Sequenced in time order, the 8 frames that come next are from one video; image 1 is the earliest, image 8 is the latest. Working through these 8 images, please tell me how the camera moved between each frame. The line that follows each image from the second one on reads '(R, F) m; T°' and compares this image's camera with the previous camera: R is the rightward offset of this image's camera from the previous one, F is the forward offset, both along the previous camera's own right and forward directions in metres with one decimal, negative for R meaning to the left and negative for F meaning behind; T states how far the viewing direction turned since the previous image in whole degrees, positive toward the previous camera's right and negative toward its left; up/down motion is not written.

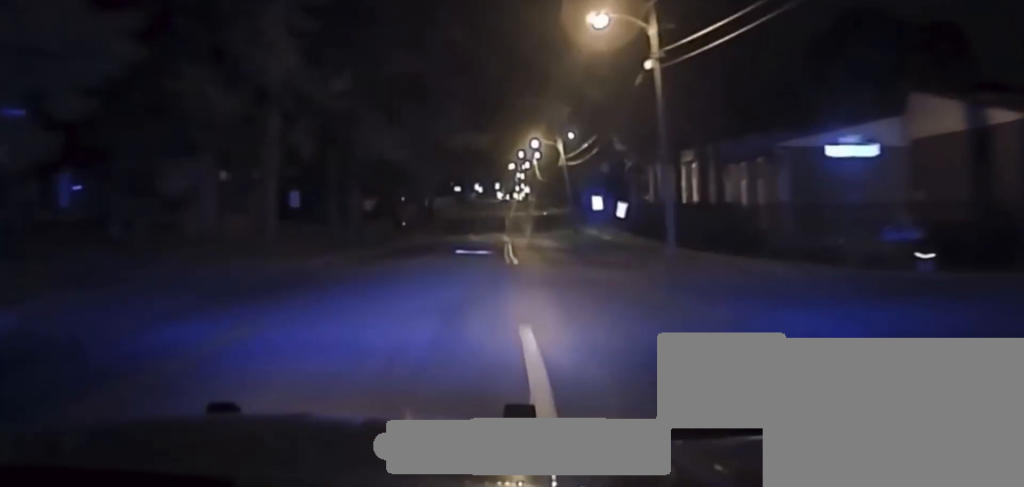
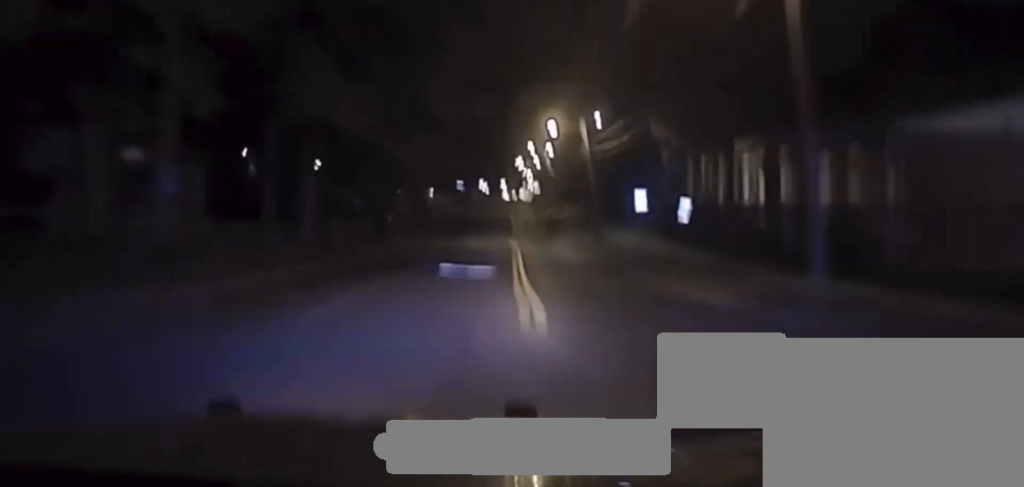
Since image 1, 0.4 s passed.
(0.0, +15.1) m; 0°
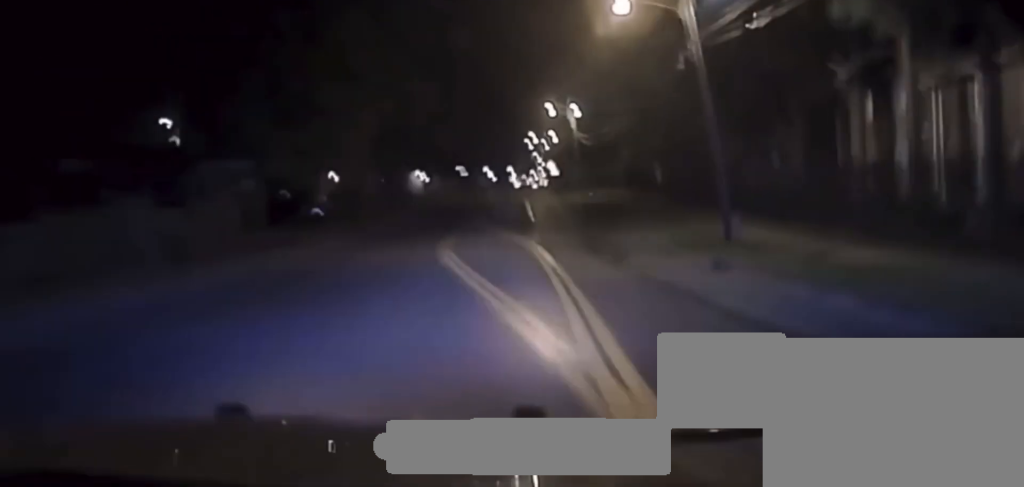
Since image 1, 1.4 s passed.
(-0.4, +32.2) m; 0°
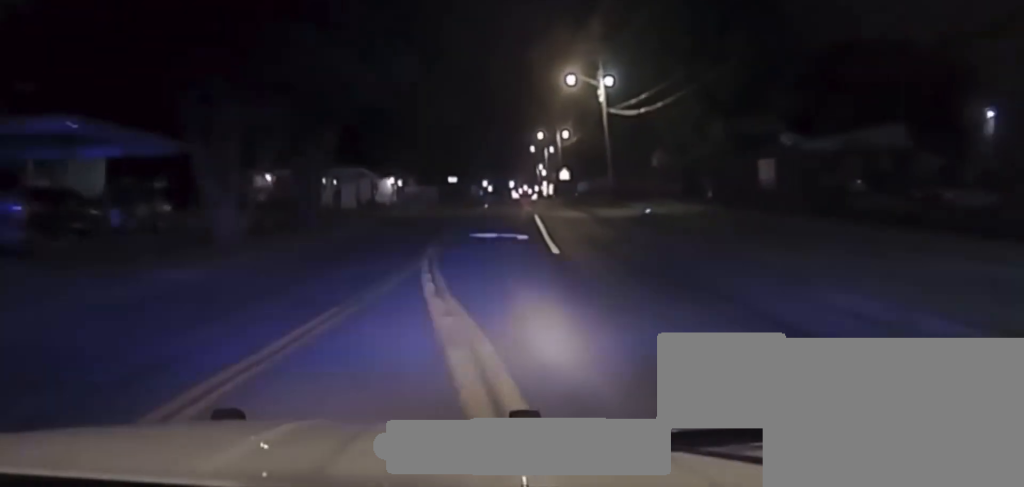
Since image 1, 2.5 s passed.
(+0.2, +27.7) m; 0°
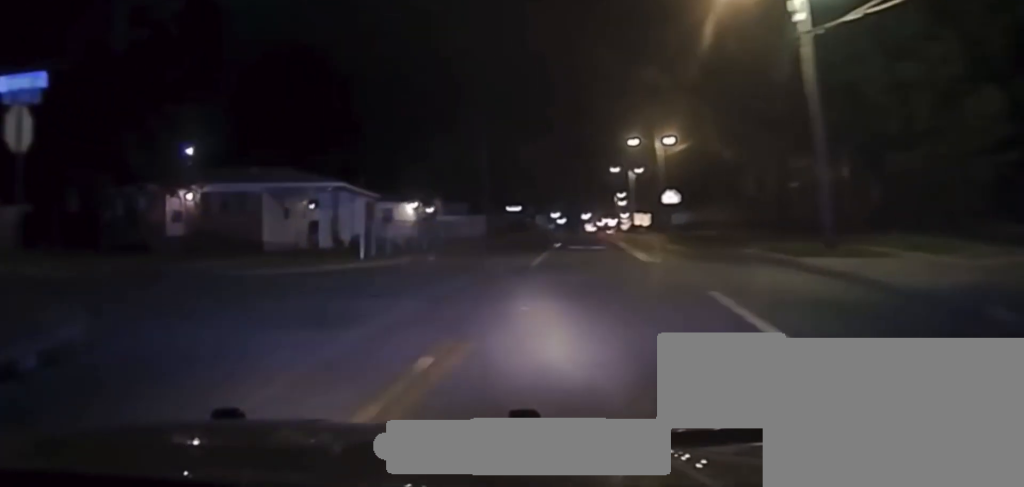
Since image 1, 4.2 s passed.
(-0.9, +30.0) m; -13°
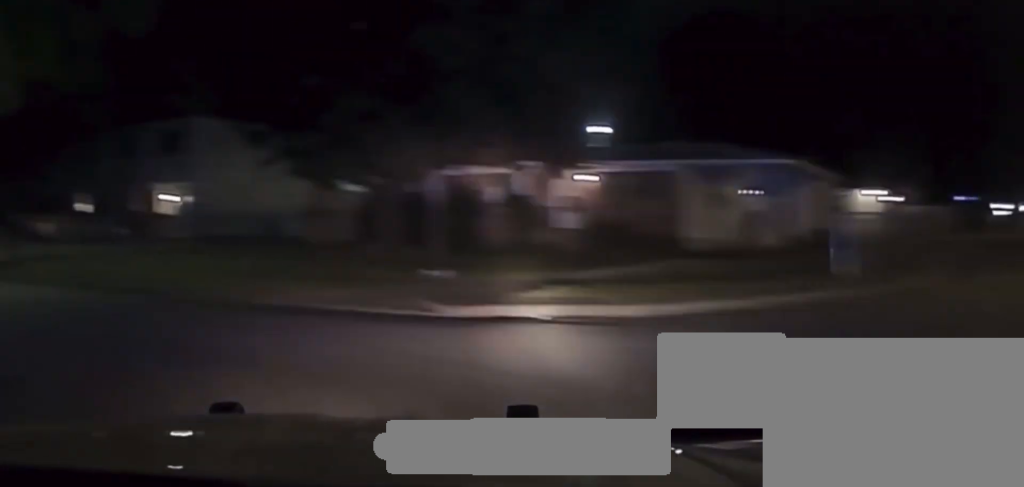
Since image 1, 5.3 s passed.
(-2.3, +12.4) m; -32°
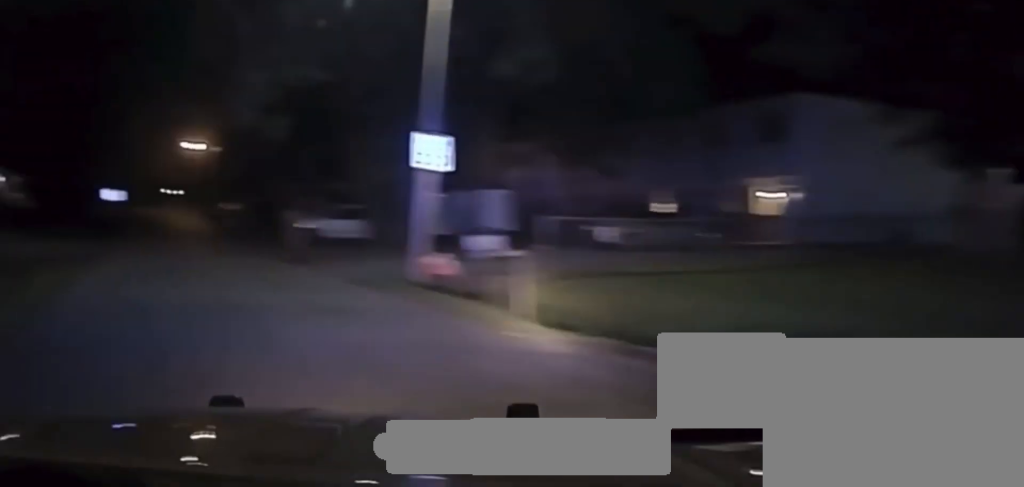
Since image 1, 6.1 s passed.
(-3.2, +9.8) m; -29°
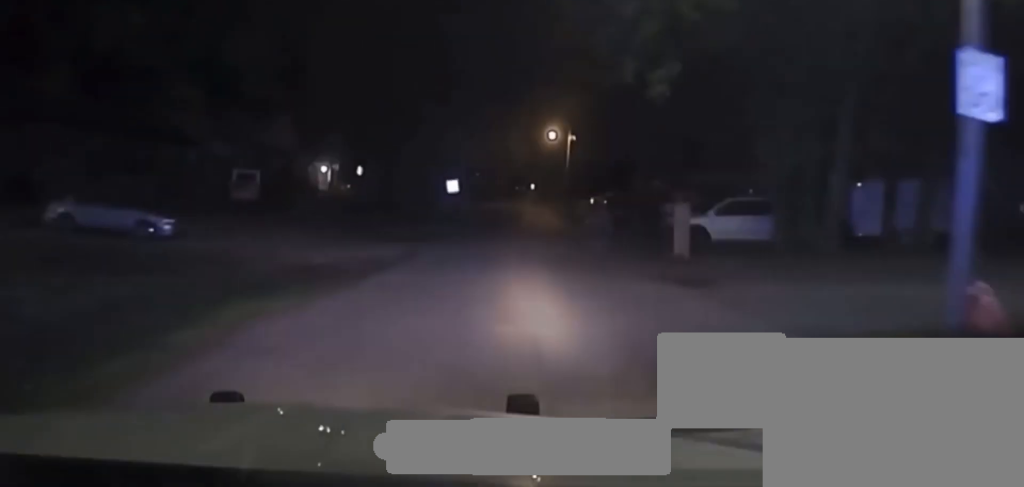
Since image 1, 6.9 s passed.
(-2.2, +10.7) m; -14°
